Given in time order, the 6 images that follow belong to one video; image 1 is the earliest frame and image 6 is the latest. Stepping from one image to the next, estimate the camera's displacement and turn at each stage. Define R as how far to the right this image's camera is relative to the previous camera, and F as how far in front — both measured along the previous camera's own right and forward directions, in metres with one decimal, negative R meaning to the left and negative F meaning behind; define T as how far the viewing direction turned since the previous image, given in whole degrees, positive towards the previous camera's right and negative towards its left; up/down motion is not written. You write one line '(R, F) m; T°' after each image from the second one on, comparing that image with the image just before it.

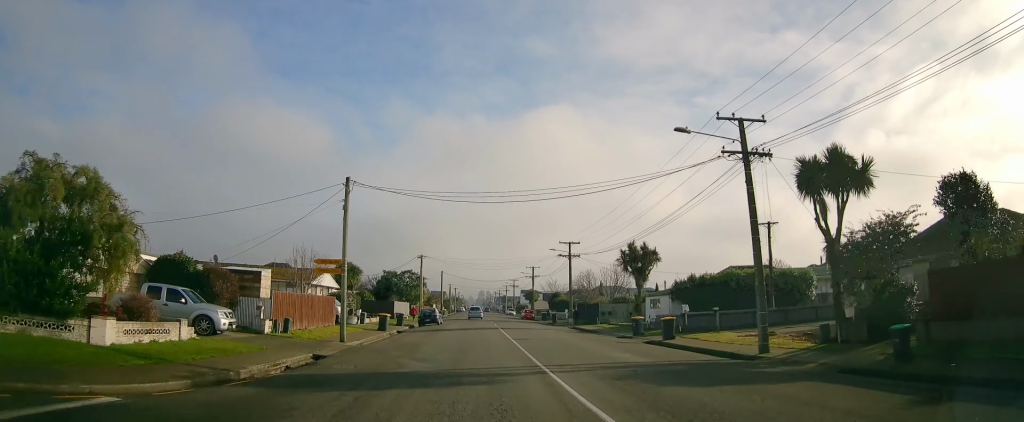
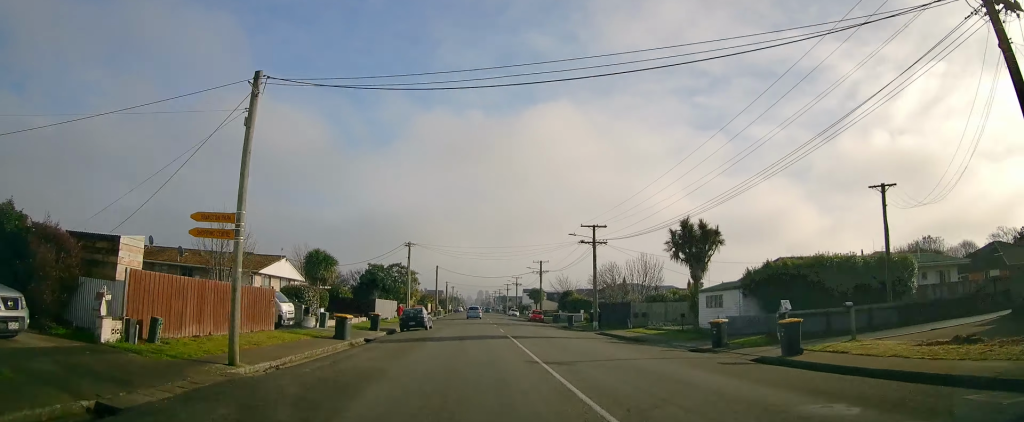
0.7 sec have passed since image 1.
(-0.5, +11.4) m; 0°
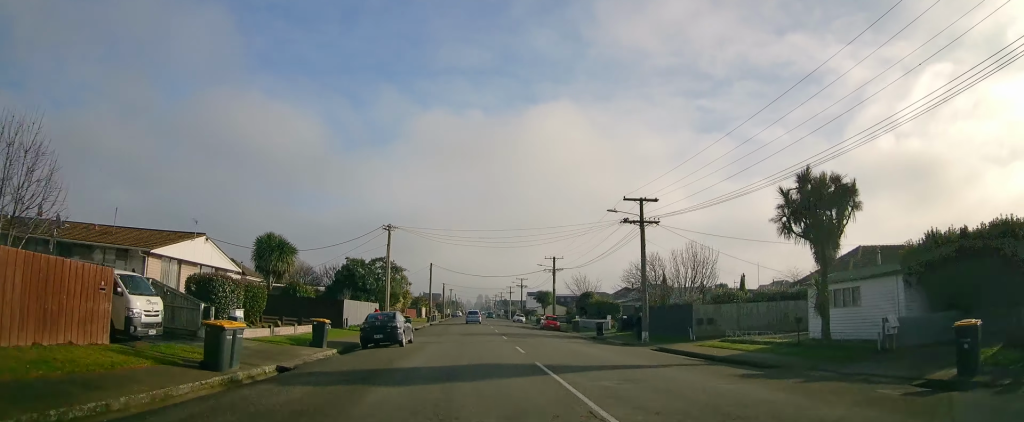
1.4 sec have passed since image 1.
(-0.1, +12.4) m; +1°
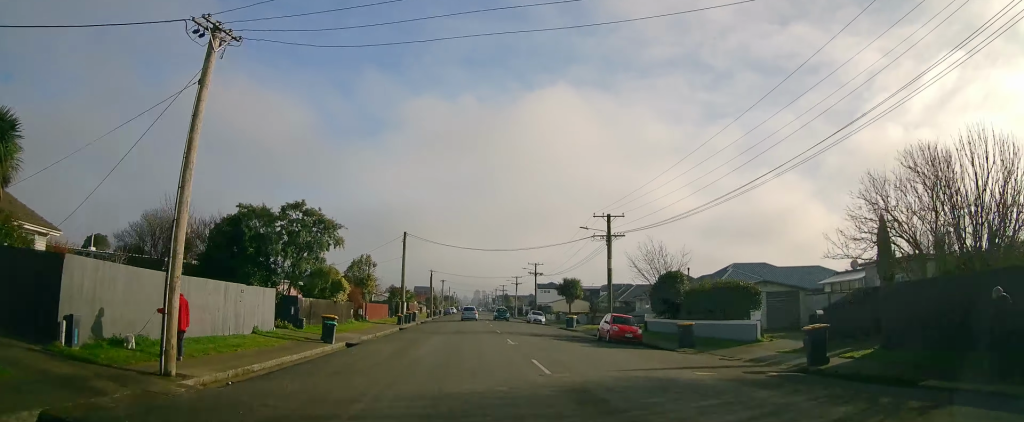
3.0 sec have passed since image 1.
(+1.1, +26.8) m; +2°
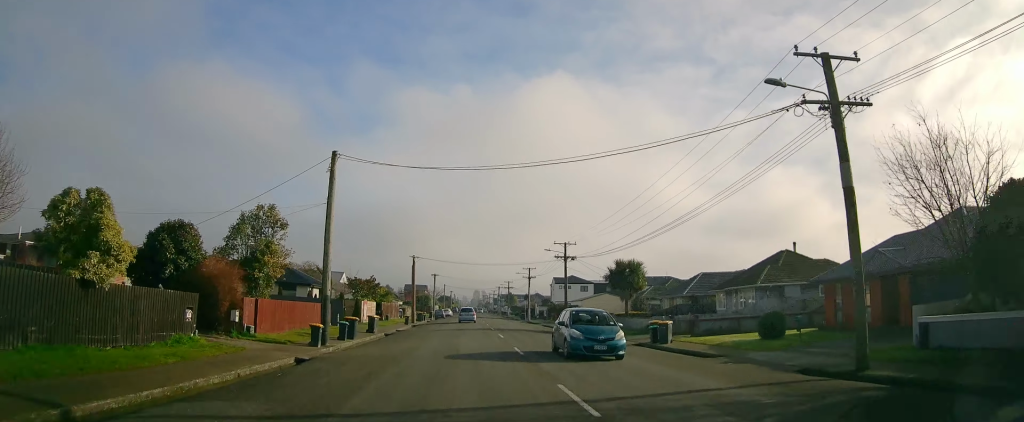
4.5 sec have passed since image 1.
(-0.3, +24.8) m; -3°
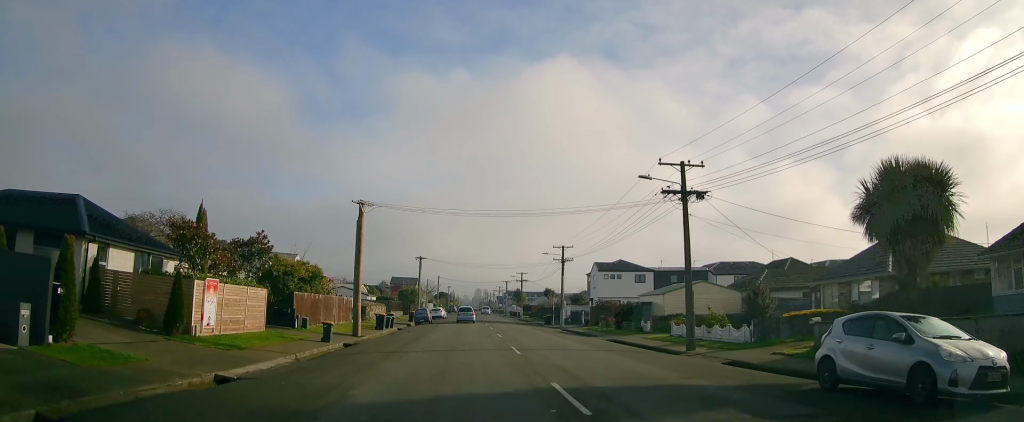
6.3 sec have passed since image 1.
(-1.0, +29.9) m; -1°
